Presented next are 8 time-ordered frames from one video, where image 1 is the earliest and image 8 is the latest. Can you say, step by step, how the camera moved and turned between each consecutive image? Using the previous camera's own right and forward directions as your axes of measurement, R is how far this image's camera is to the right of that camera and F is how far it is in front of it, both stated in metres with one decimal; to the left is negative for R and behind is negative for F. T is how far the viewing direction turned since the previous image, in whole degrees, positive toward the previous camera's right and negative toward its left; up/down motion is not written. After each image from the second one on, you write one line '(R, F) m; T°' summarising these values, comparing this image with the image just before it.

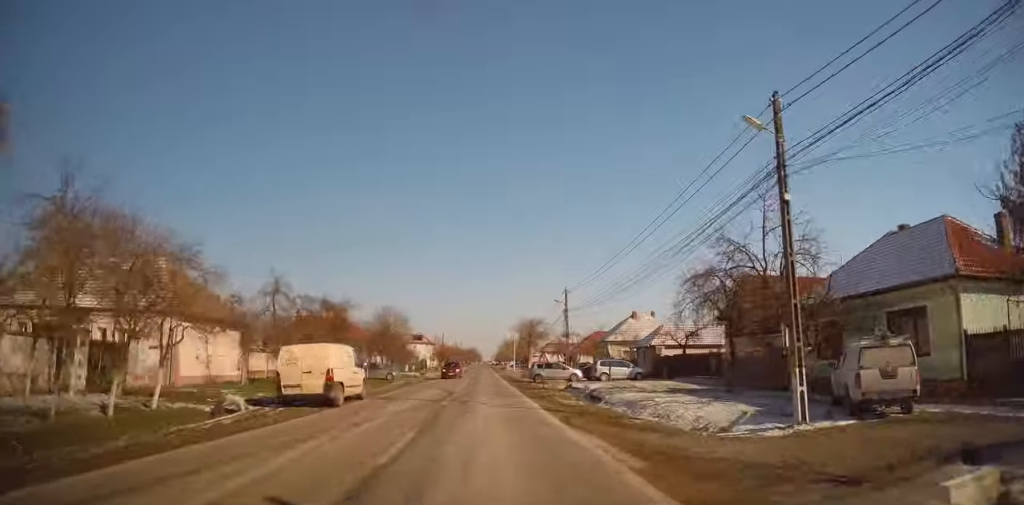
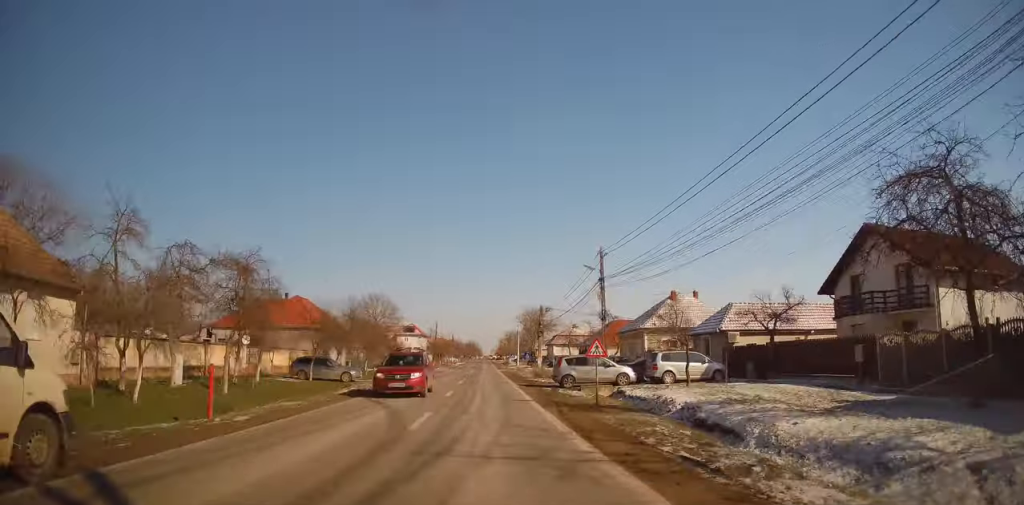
(0.0, +14.4) m; -1°
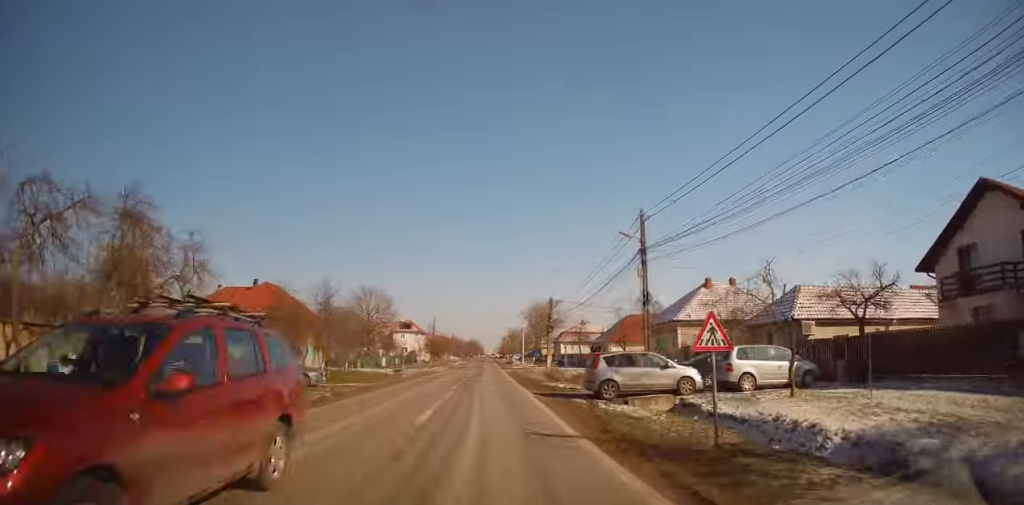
(0.0, +8.0) m; -1°
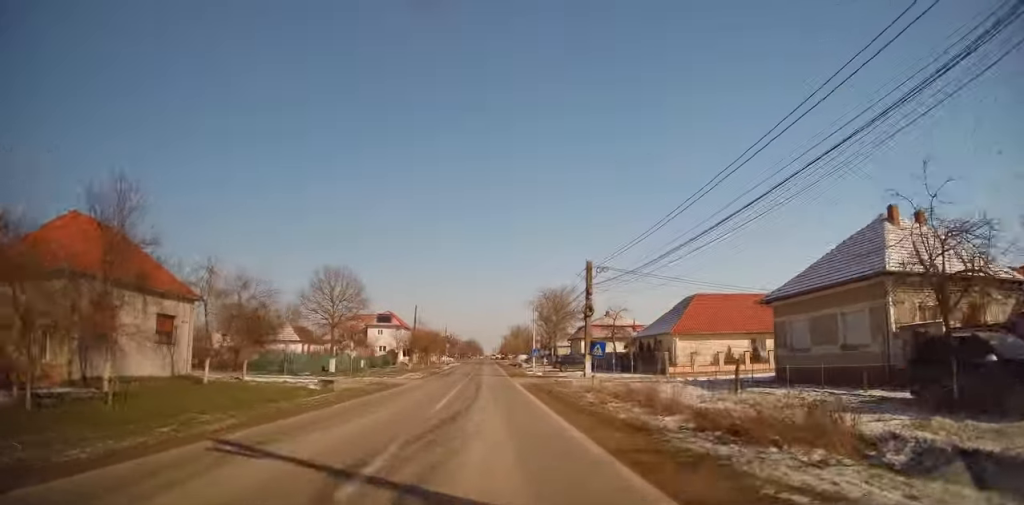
(-0.2, +22.8) m; +1°
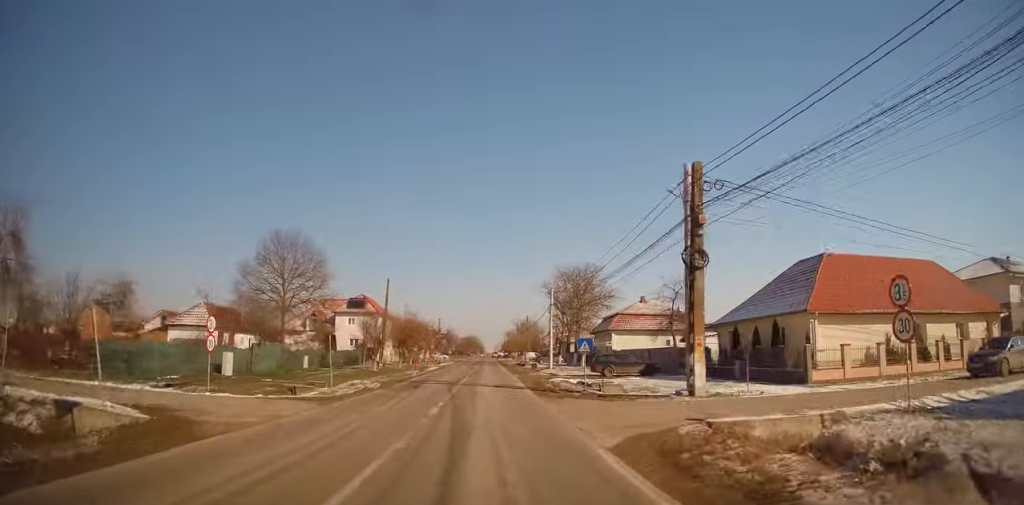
(+0.3, +19.8) m; 0°
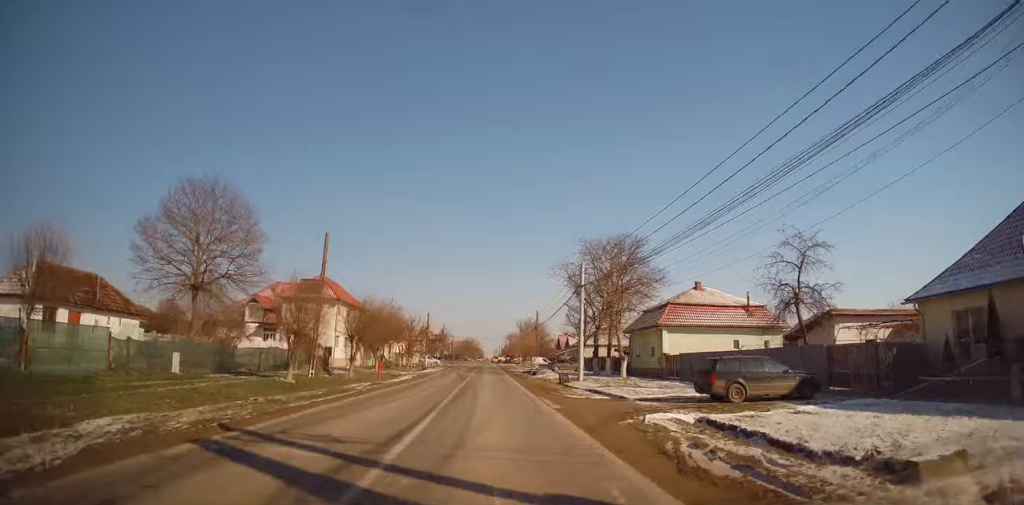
(-0.4, +18.7) m; -1°
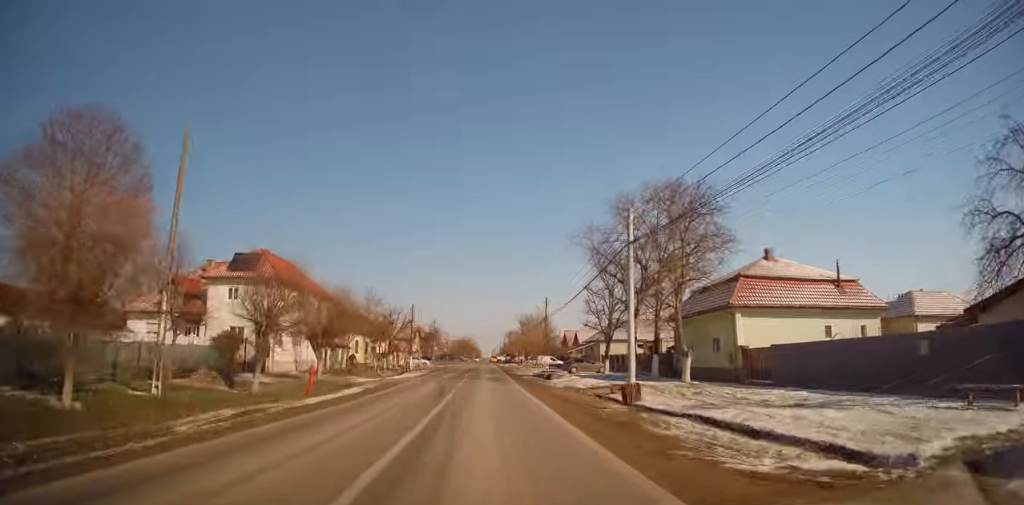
(-0.1, +14.1) m; +1°
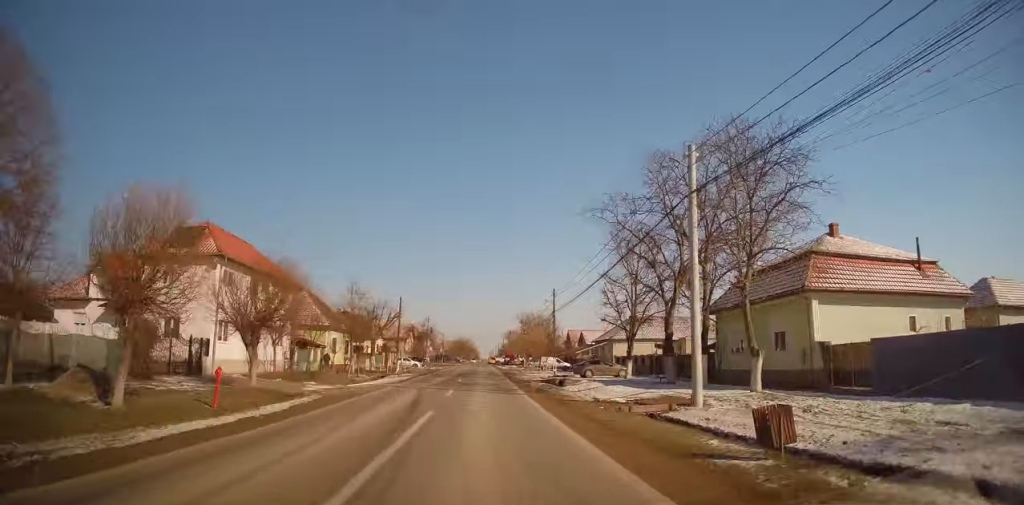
(+0.4, +8.0) m; 0°
